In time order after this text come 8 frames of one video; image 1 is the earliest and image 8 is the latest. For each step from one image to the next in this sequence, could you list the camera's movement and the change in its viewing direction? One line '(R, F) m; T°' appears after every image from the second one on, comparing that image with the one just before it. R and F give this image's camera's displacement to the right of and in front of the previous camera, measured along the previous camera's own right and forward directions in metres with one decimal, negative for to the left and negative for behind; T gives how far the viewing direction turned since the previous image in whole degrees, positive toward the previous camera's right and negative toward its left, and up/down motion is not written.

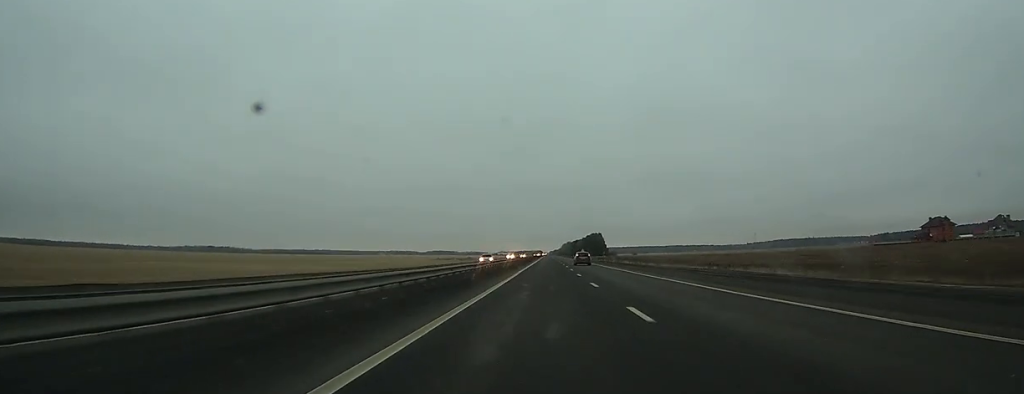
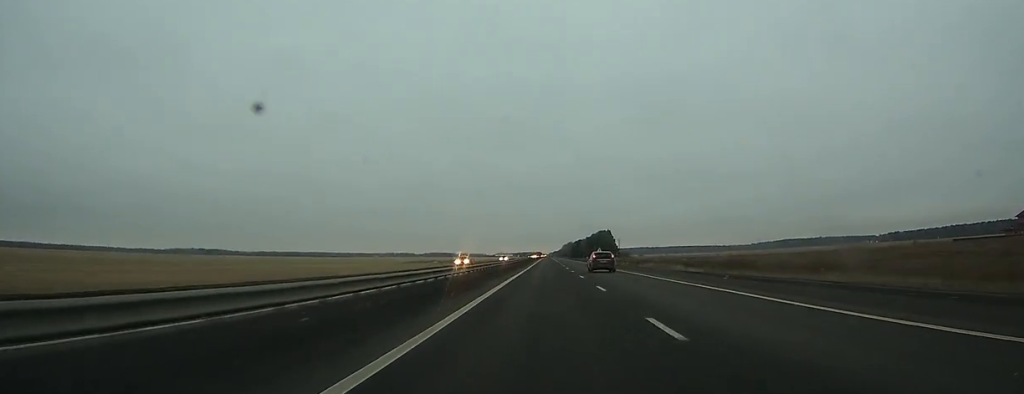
(+0.1, +62.7) m; 0°
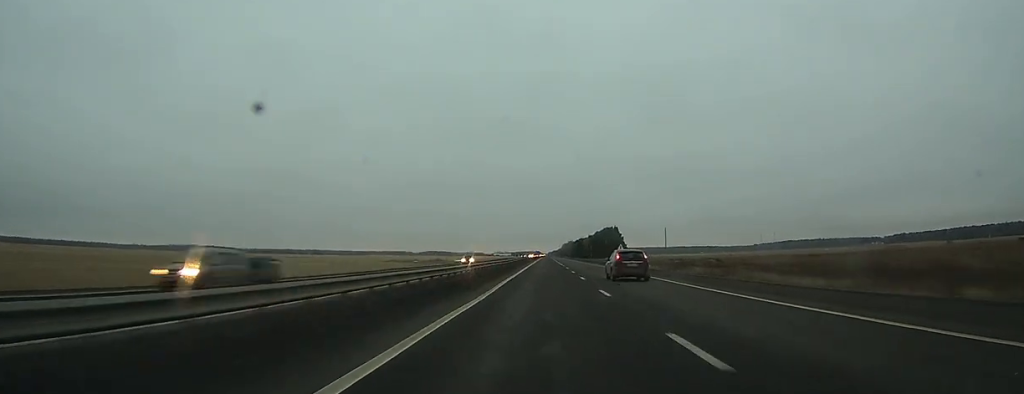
(0.0, +38.6) m; 0°
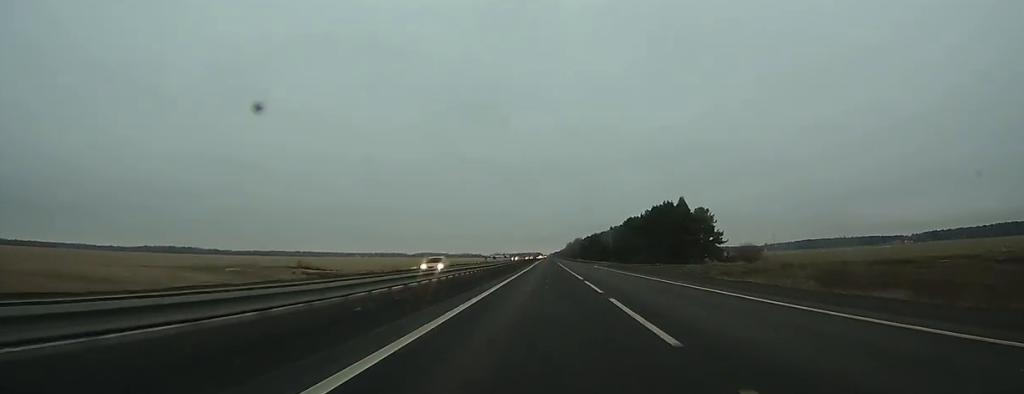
(0.0, +150.2) m; 0°
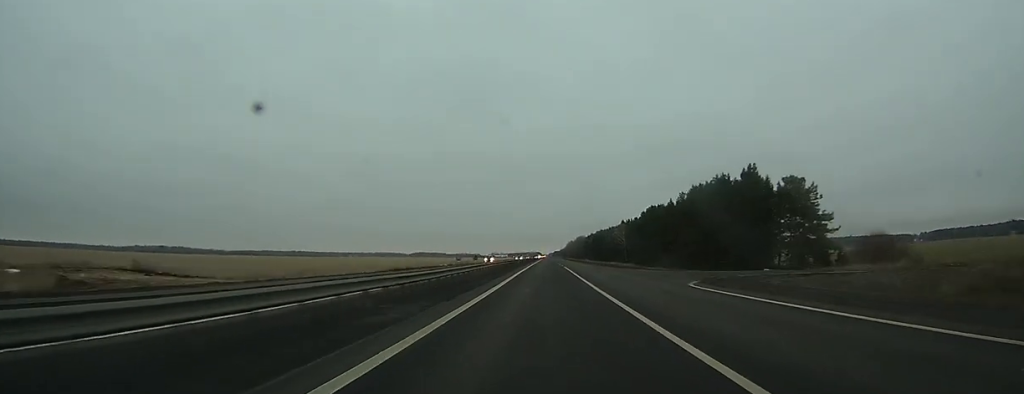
(+0.1, +50.3) m; 0°
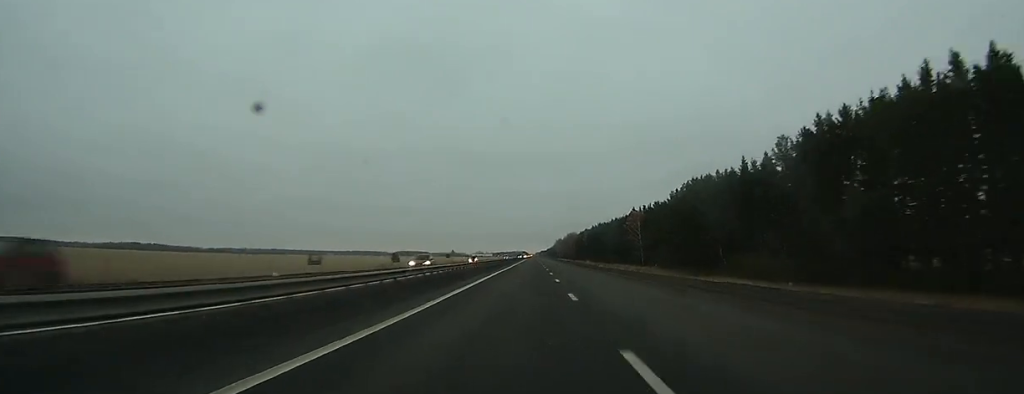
(+0.3, +66.7) m; +1°
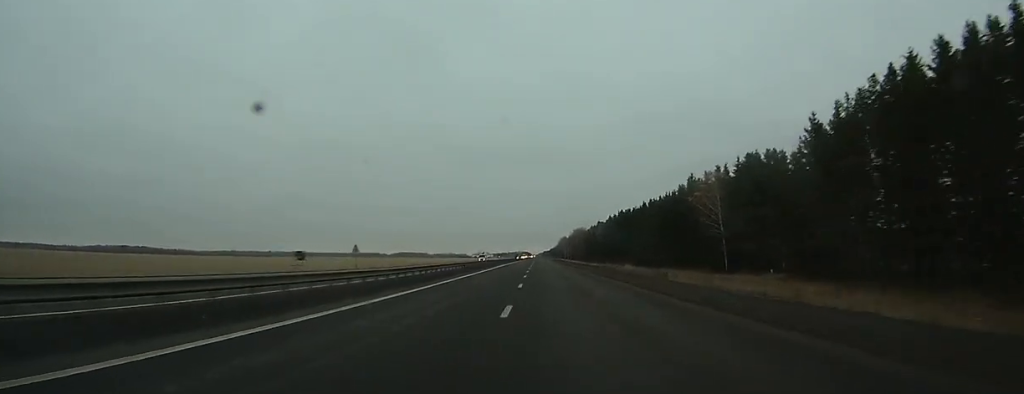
(+0.5, +76.6) m; 0°
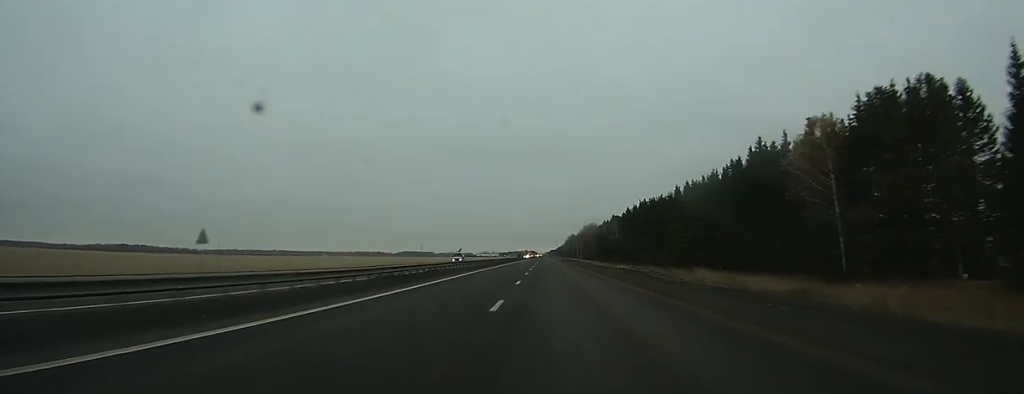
(0.0, +35.2) m; 0°
